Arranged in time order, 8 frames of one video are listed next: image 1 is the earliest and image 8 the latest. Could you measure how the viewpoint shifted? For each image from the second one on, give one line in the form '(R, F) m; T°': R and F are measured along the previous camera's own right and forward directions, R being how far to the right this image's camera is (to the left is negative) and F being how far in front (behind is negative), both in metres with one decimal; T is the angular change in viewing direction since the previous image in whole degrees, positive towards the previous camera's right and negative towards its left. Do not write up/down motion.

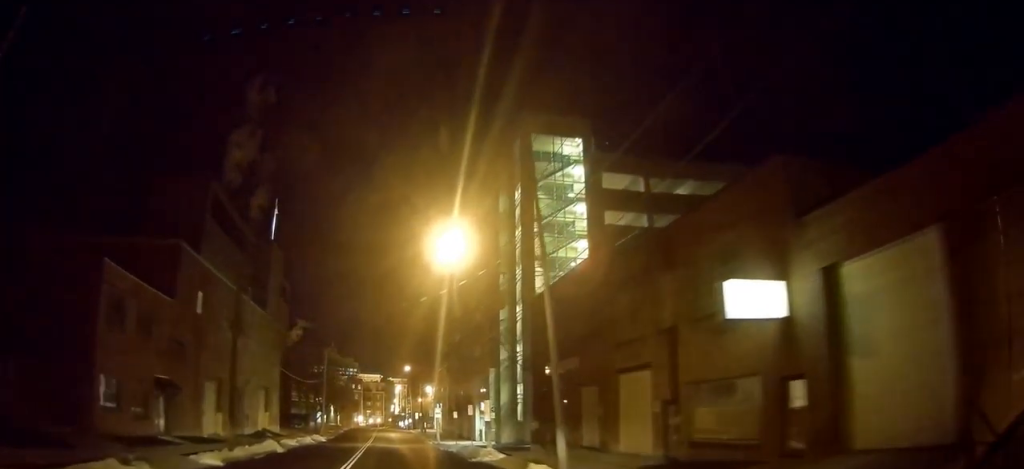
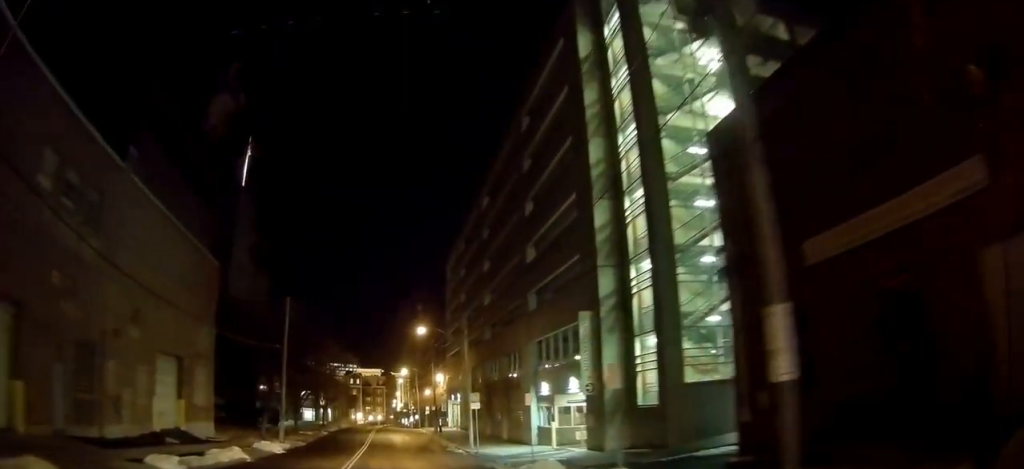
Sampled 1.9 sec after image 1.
(+0.6, +22.5) m; +3°
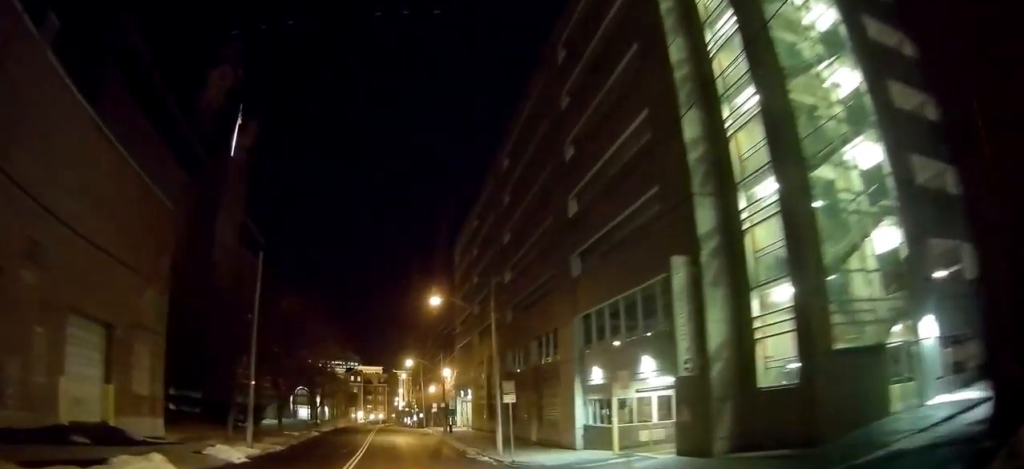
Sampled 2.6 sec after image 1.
(-0.1, +8.6) m; 0°
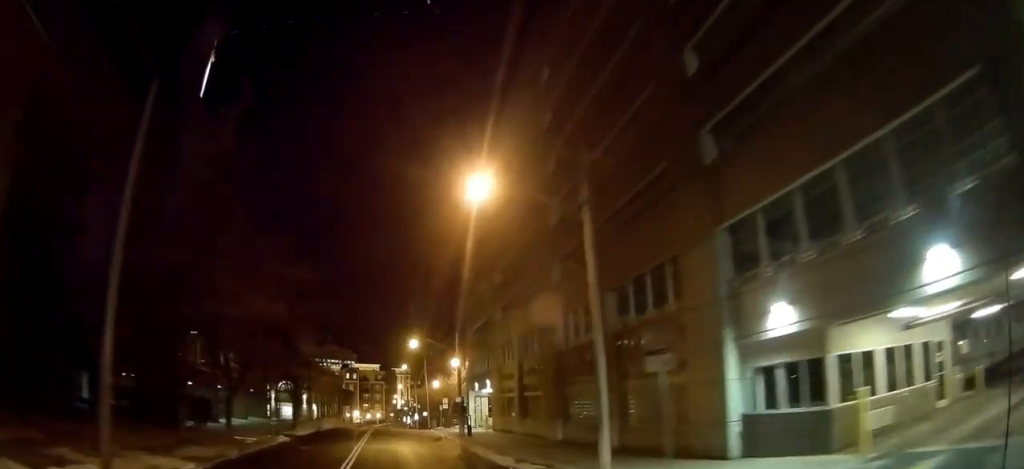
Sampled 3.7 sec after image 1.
(-0.1, +13.9) m; -1°
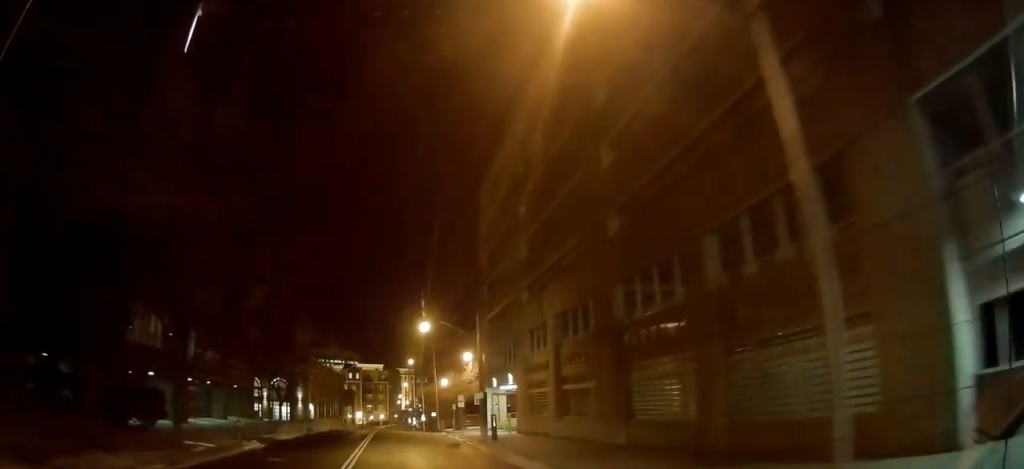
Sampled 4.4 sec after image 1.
(0.0, +8.2) m; 0°
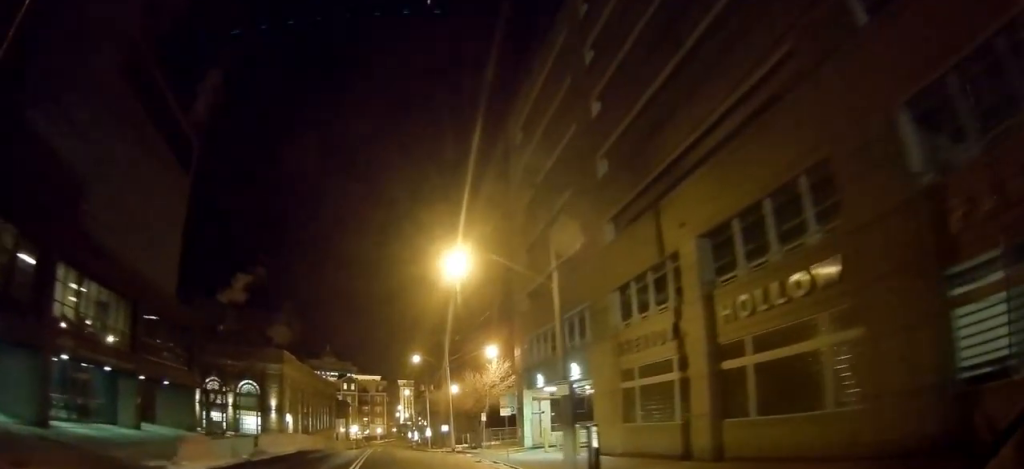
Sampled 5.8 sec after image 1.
(-0.1, +17.3) m; -1°
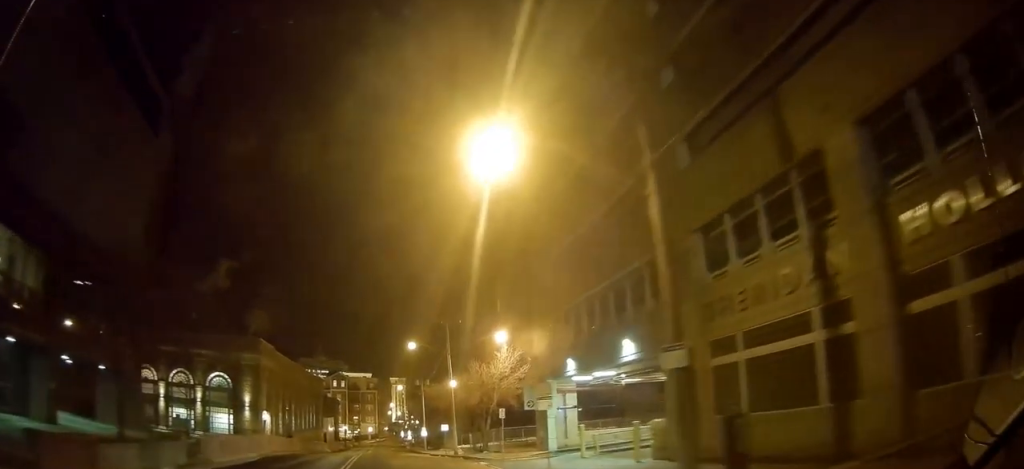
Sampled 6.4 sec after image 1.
(-0.1, +8.1) m; 0°
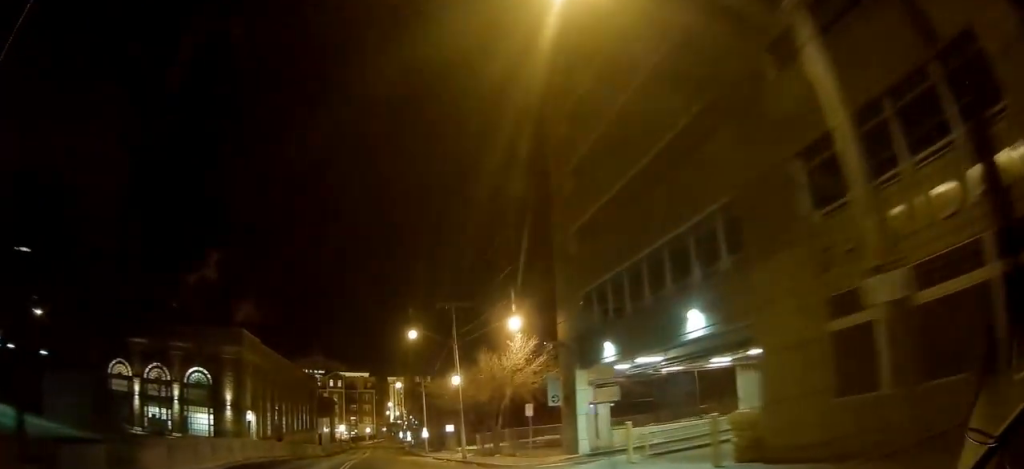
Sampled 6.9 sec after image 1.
(-0.1, +5.6) m; 0°
